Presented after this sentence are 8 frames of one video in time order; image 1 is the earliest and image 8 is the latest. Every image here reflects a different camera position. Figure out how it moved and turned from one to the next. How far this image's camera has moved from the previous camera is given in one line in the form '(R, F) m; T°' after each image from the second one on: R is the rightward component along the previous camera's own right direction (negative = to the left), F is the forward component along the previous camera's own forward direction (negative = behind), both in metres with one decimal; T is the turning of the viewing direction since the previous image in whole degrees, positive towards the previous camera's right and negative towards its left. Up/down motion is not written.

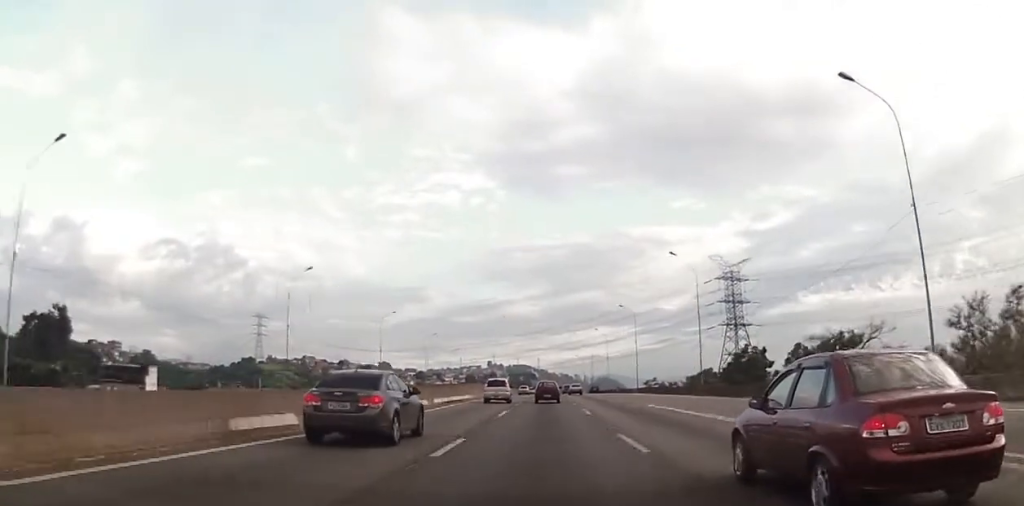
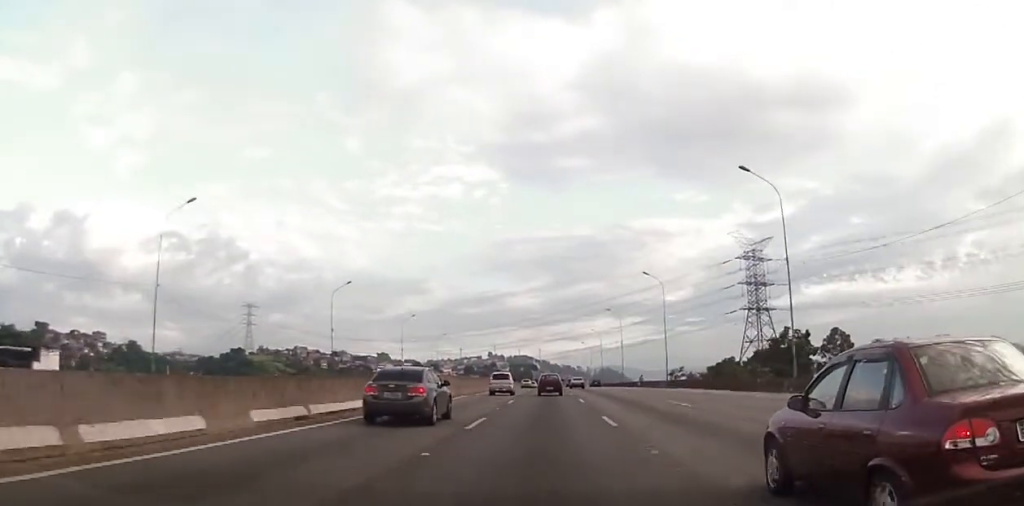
(-0.4, +25.3) m; -1°
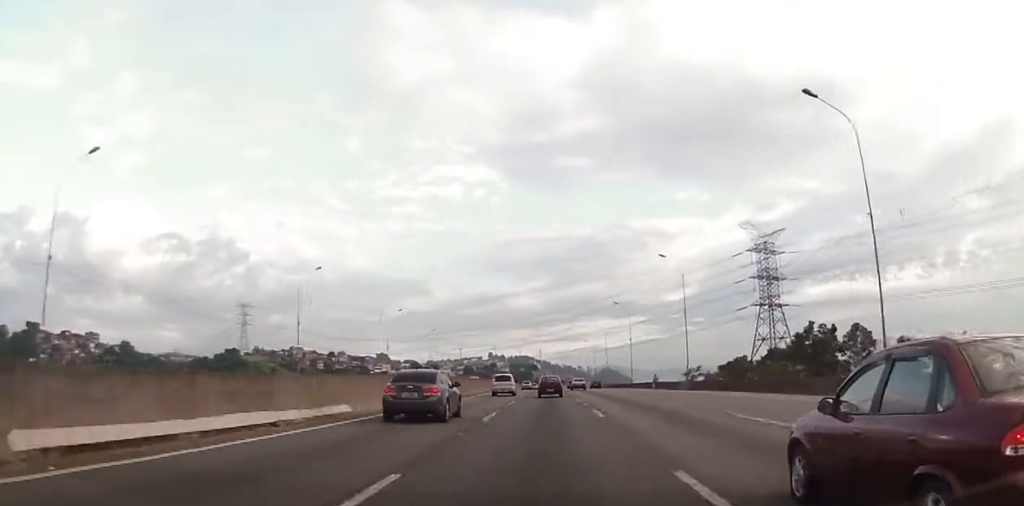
(-0.1, +11.9) m; +1°
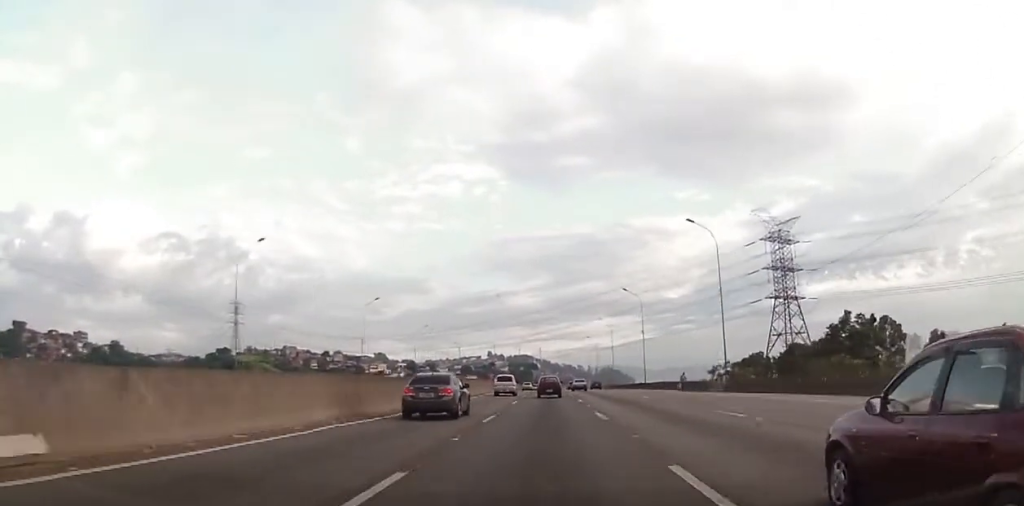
(+0.2, +15.0) m; 0°
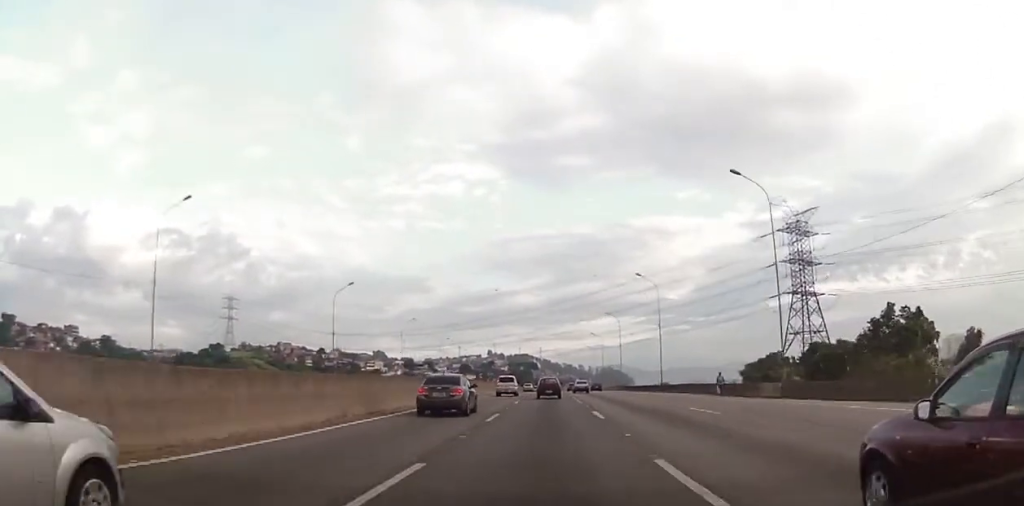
(+0.3, +13.4) m; 0°
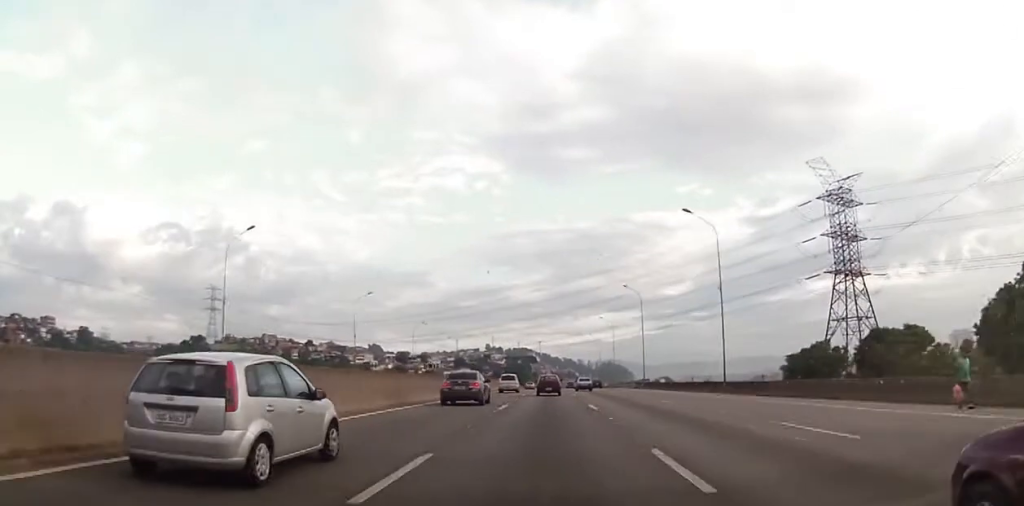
(-0.3, +29.4) m; 0°
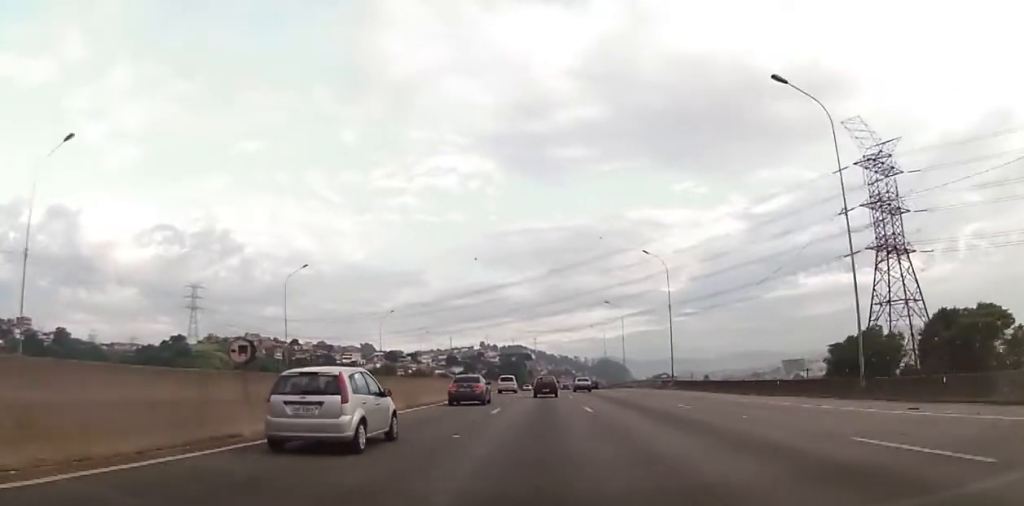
(+0.4, +24.0) m; +1°
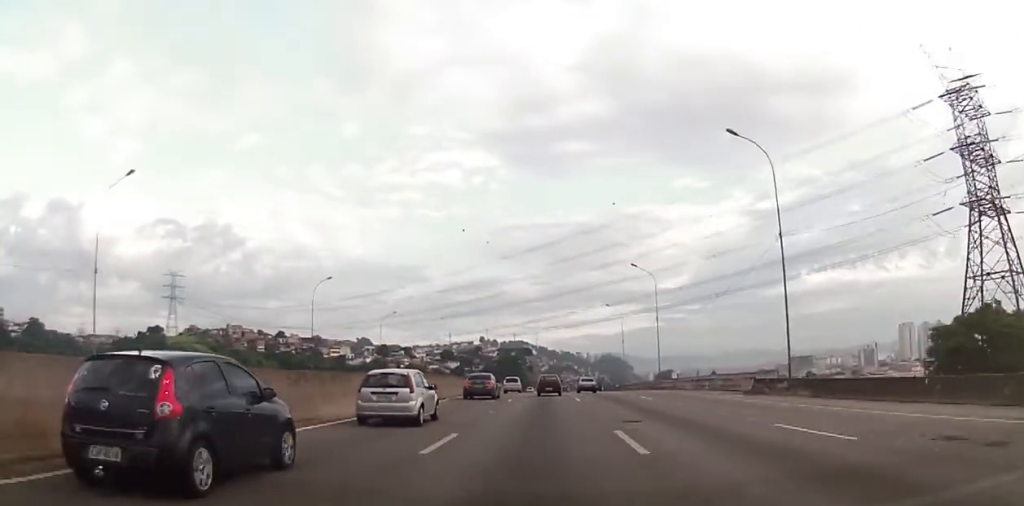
(-0.4, +32.8) m; -1°
